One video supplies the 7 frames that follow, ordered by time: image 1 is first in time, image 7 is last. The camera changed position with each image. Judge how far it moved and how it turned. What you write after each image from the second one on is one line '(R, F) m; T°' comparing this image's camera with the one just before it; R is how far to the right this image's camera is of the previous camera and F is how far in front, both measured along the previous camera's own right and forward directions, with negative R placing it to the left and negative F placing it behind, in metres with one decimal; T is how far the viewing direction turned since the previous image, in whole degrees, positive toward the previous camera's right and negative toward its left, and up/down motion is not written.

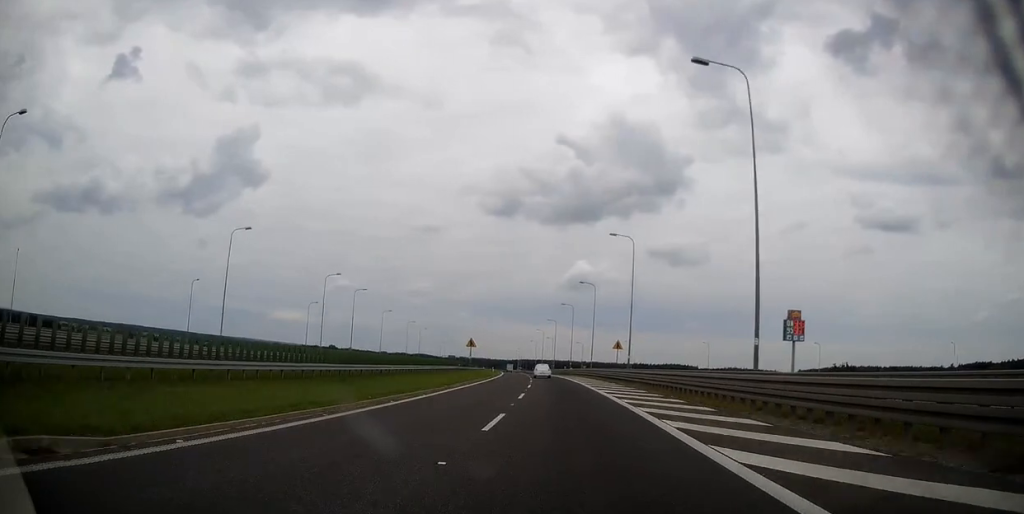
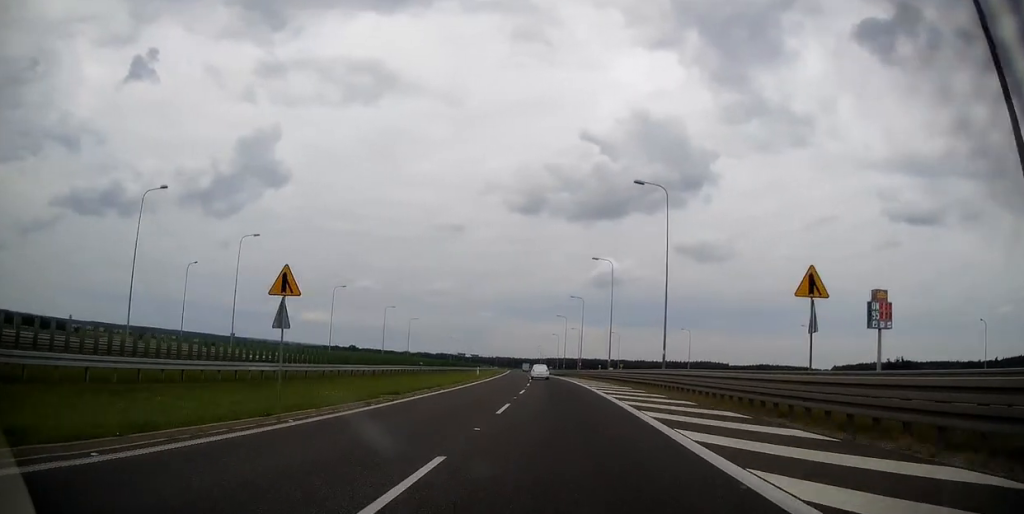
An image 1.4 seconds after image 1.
(-1.3, +44.5) m; -3°
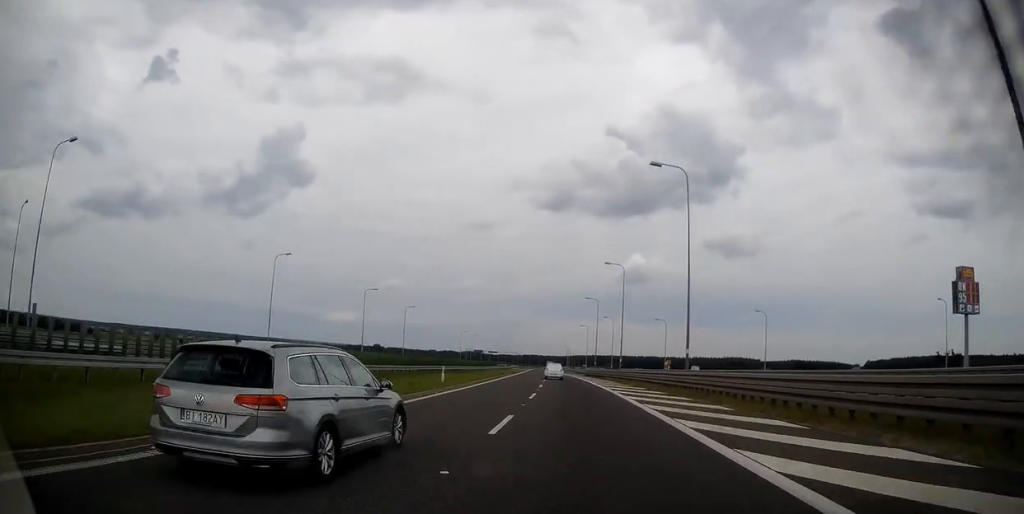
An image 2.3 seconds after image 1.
(-0.7, +29.7) m; -2°
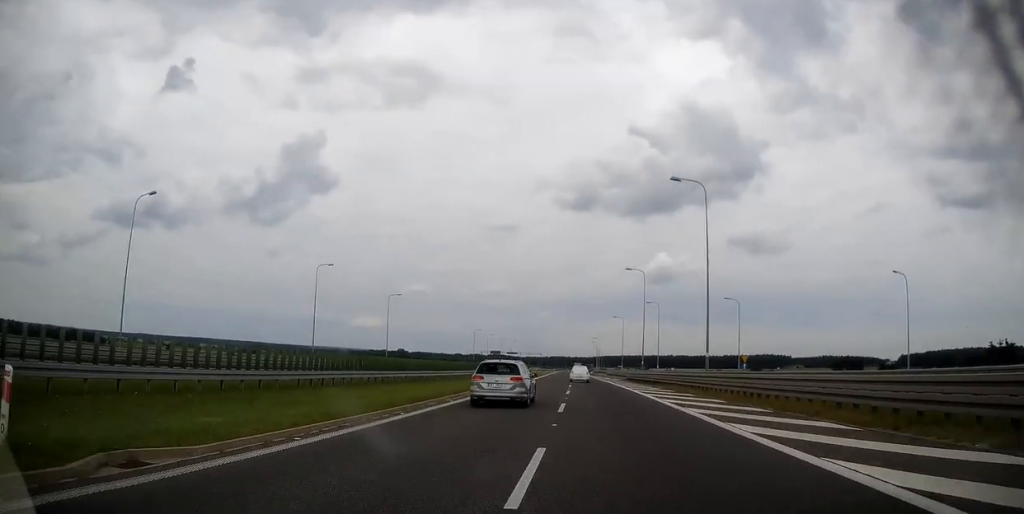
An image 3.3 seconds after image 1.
(-0.3, +30.5) m; -2°
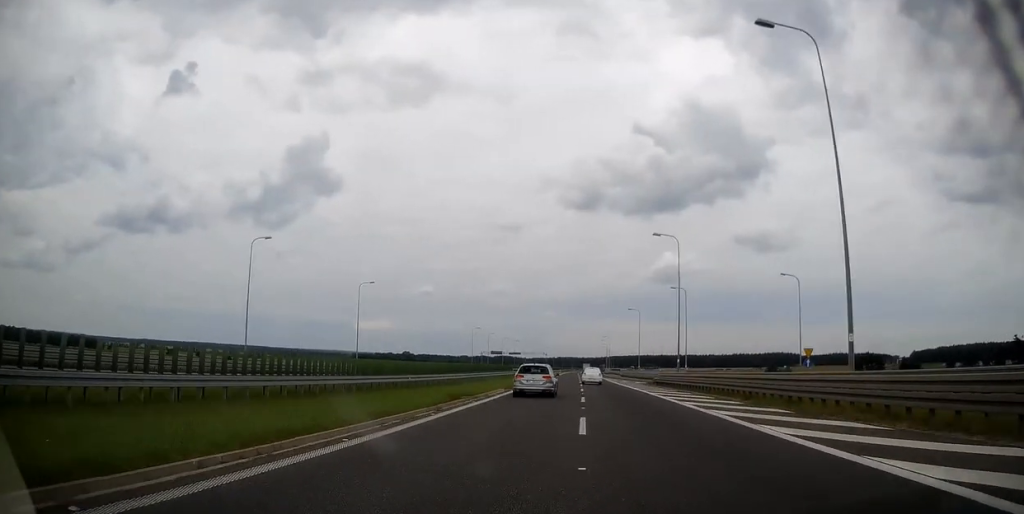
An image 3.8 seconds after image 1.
(-0.4, +17.8) m; -1°
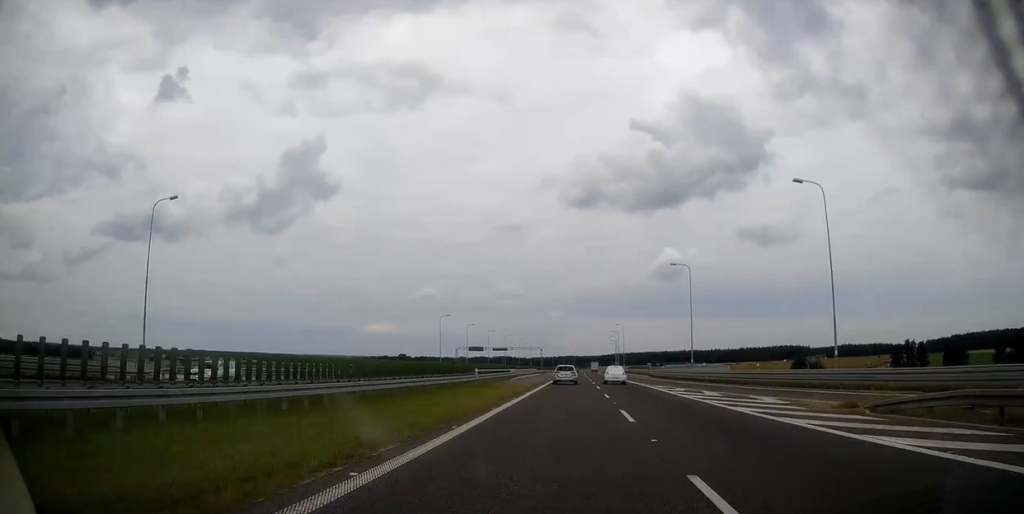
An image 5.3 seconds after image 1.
(-0.5, +45.4) m; 0°
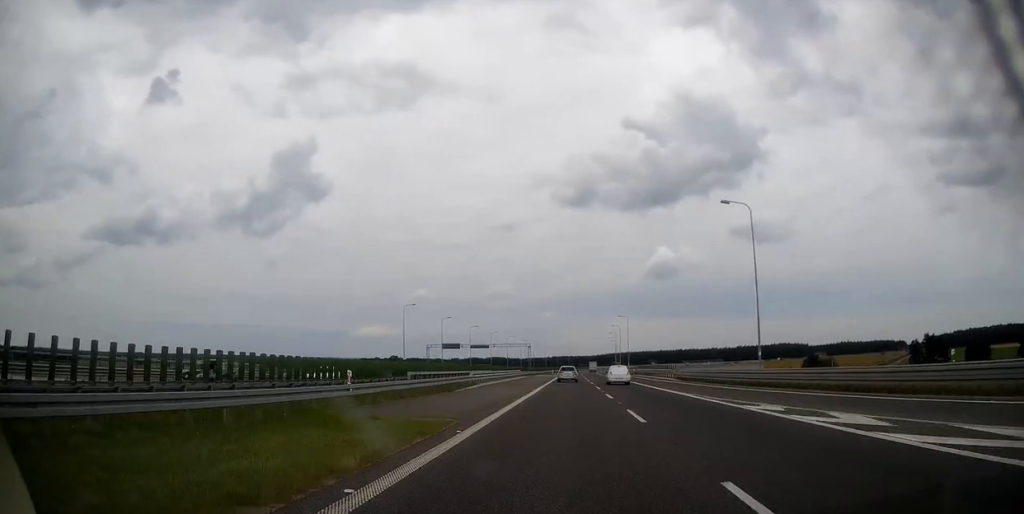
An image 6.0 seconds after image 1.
(+0.3, +24.6) m; 0°
